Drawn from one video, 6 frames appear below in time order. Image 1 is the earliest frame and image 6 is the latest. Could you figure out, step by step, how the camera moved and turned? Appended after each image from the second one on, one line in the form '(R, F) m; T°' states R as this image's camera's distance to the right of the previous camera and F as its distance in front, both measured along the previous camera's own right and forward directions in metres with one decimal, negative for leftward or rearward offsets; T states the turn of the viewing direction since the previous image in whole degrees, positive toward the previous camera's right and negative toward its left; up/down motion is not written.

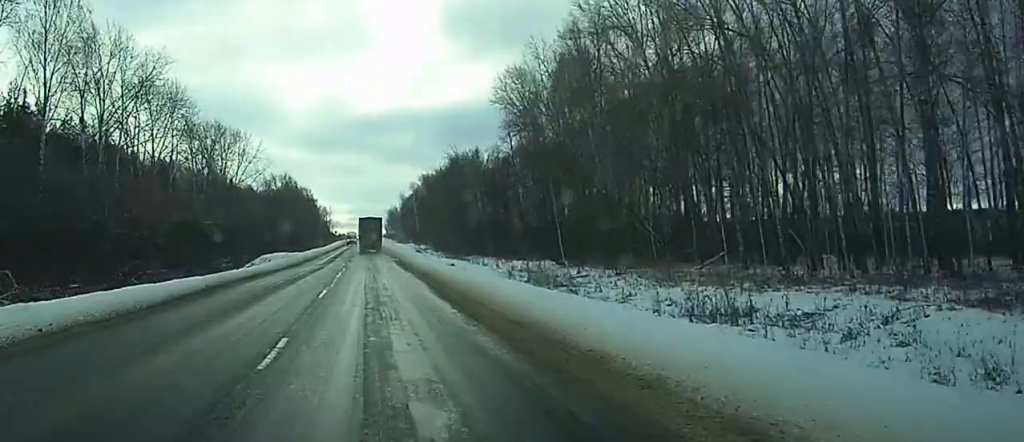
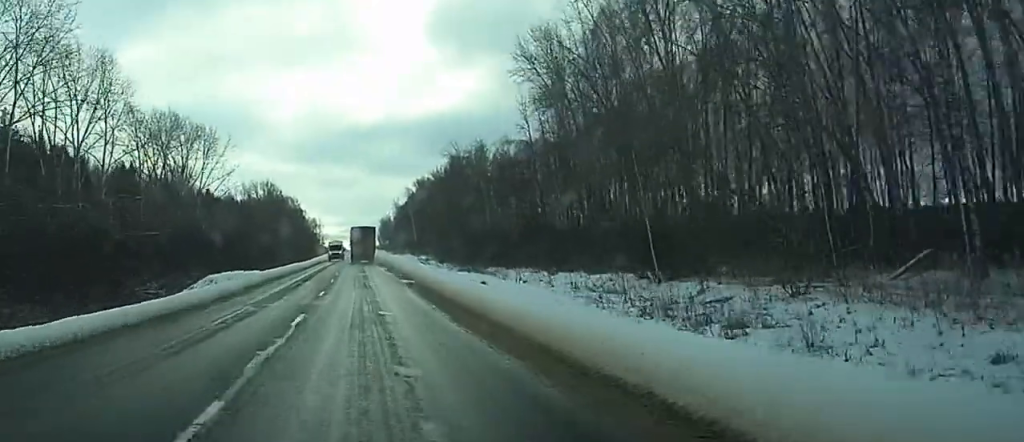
(-0.1, +27.8) m; 0°
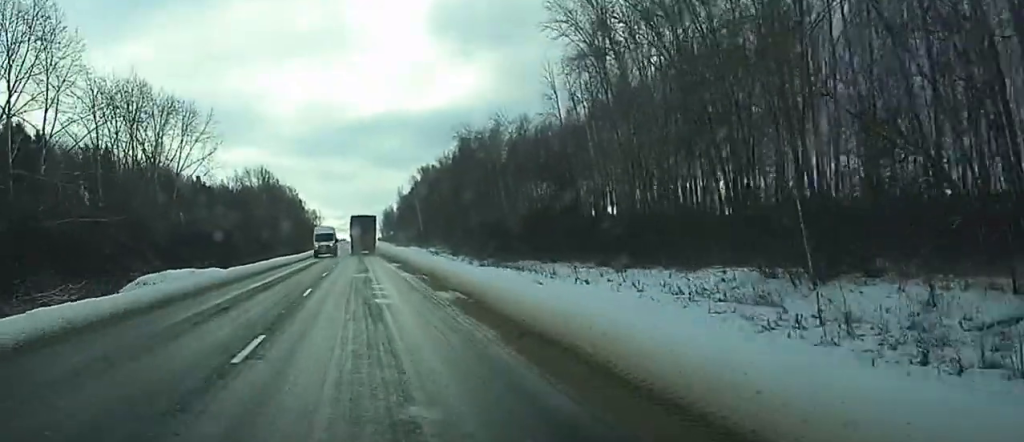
(0.0, +18.9) m; 0°
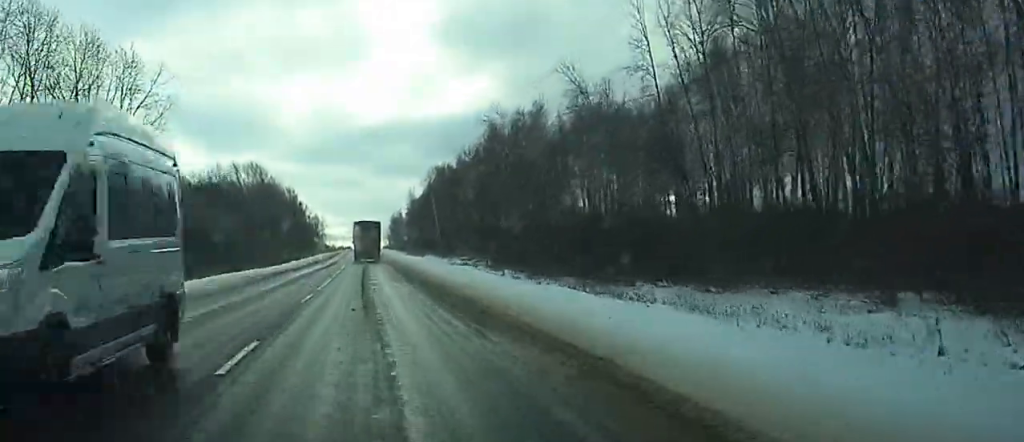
(0.0, +35.7) m; 0°
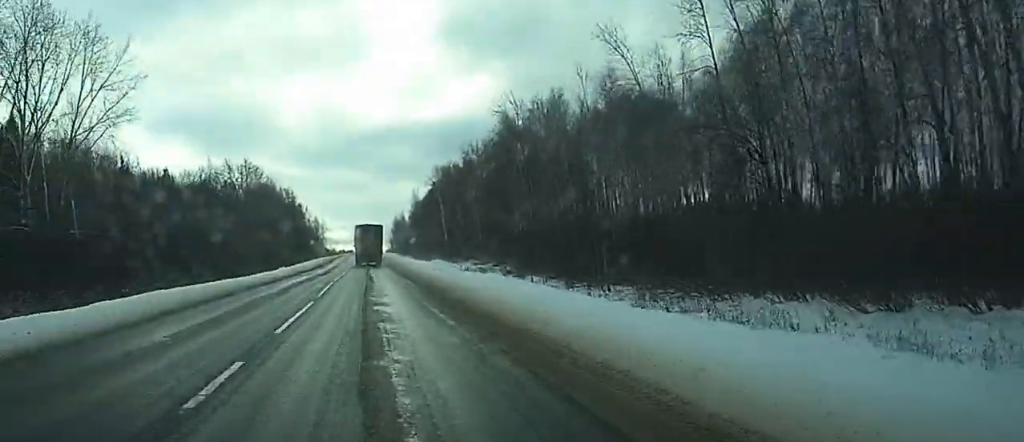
(0.0, +13.5) m; 0°
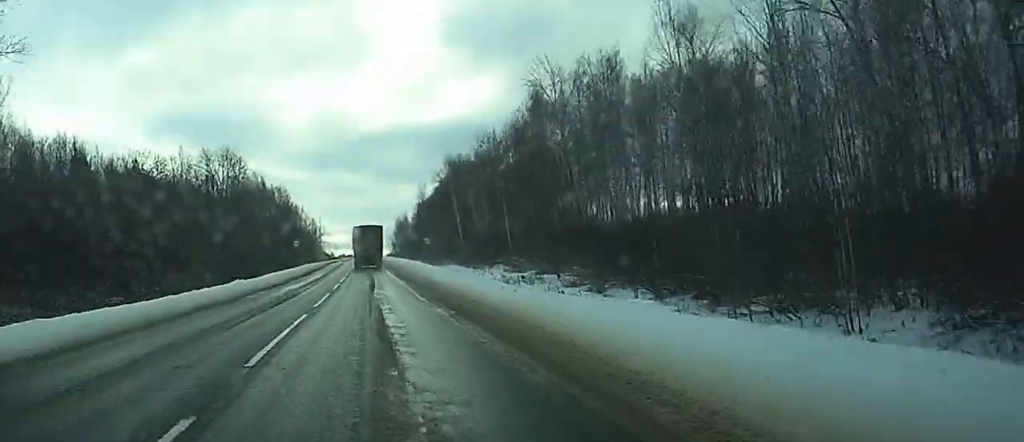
(0.0, +27.6) m; 0°
